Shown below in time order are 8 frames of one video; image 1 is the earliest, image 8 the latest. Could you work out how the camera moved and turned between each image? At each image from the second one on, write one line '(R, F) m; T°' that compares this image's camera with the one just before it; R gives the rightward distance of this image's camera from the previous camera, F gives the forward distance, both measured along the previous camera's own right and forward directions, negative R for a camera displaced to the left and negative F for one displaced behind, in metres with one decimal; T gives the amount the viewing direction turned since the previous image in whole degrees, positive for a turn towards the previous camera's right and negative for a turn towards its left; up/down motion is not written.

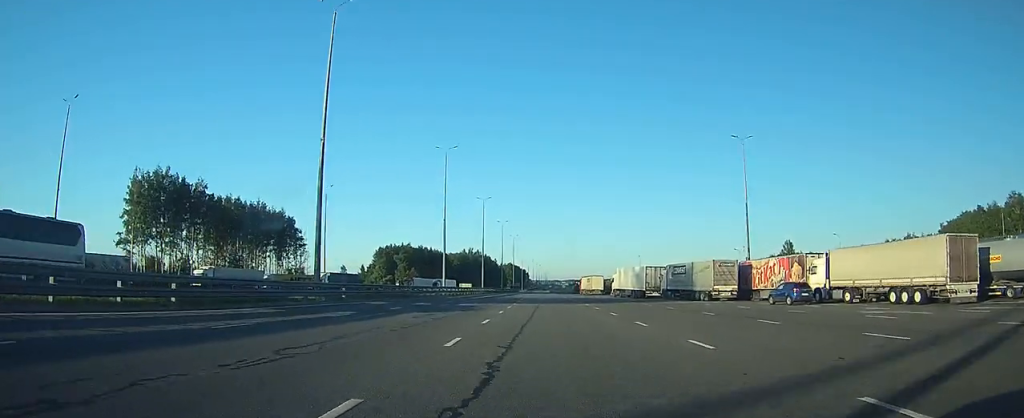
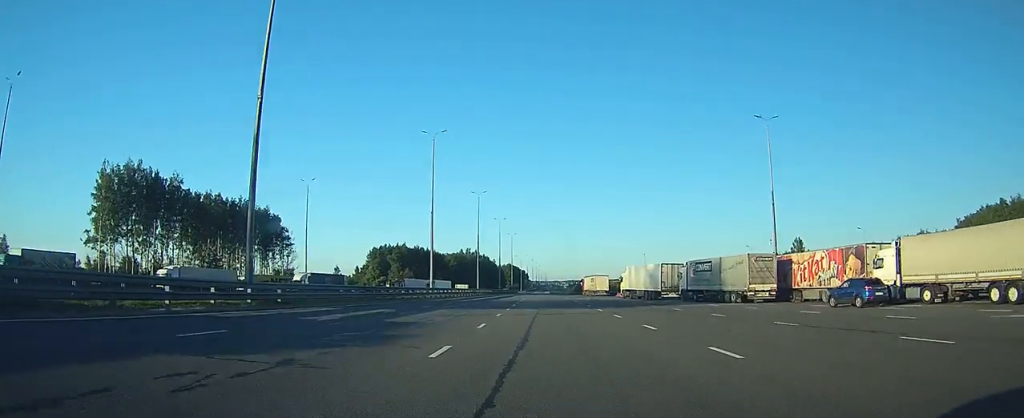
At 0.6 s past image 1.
(0.0, +9.1) m; 0°
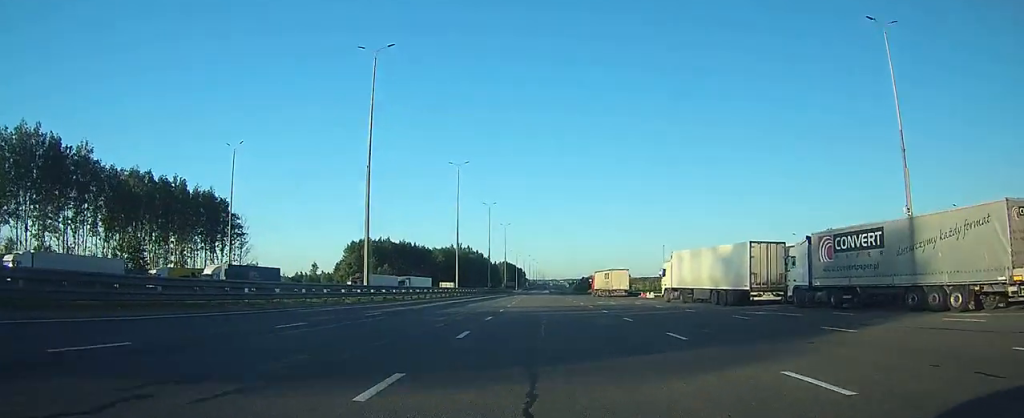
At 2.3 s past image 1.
(-0.2, +26.9) m; 0°
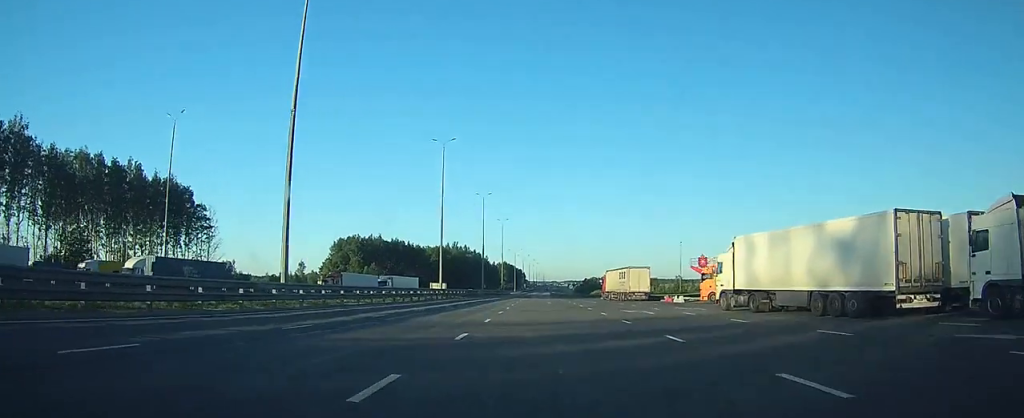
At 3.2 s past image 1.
(0.0, +15.4) m; 0°
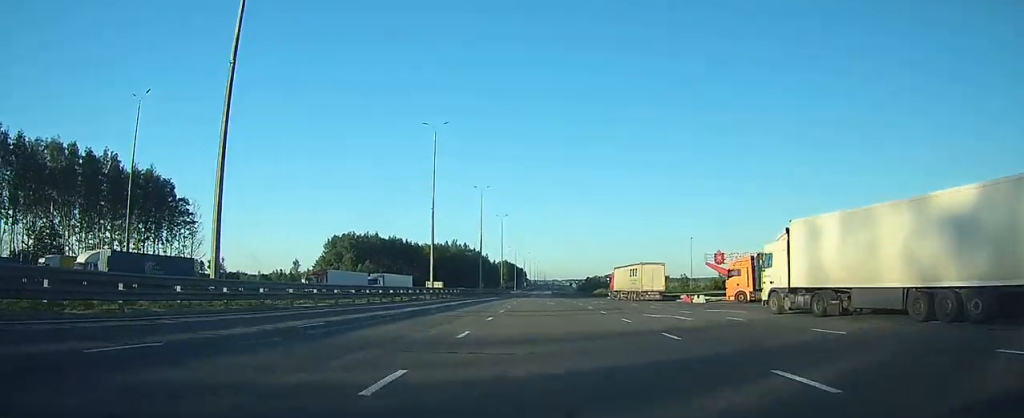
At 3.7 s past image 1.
(0.0, +7.4) m; 0°
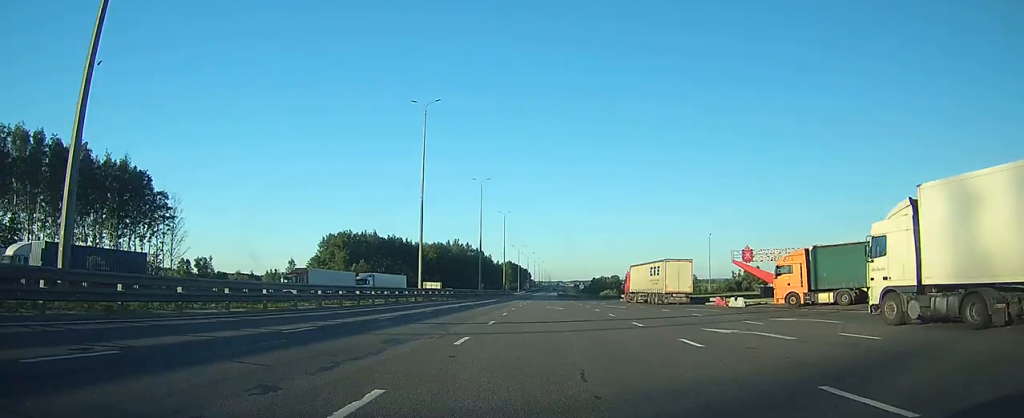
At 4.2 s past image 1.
(0.0, +9.1) m; 0°
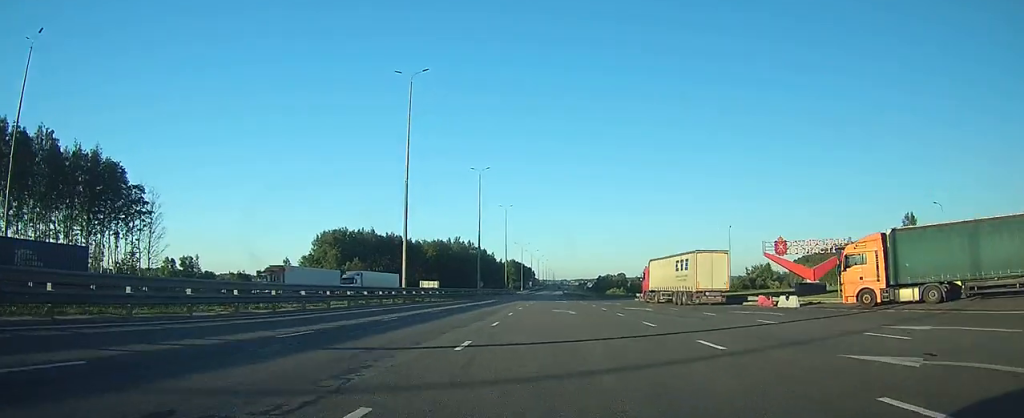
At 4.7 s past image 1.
(0.0, +8.8) m; 0°
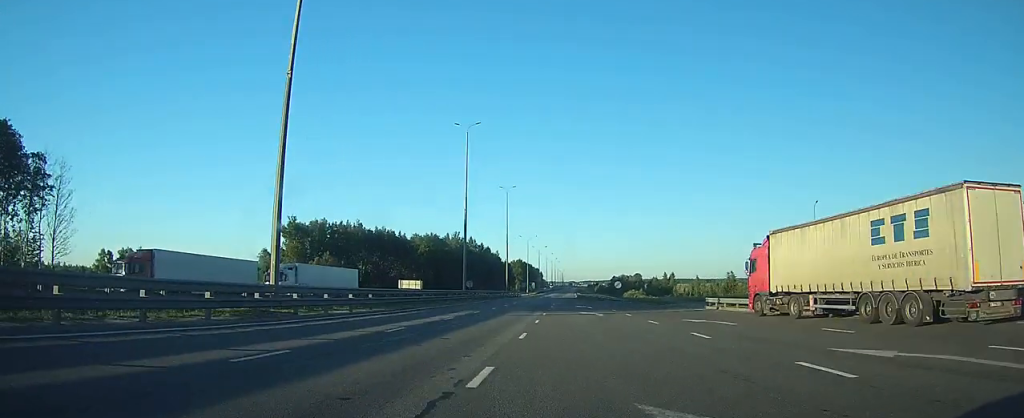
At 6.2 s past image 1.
(-0.1, +27.2) m; 0°
